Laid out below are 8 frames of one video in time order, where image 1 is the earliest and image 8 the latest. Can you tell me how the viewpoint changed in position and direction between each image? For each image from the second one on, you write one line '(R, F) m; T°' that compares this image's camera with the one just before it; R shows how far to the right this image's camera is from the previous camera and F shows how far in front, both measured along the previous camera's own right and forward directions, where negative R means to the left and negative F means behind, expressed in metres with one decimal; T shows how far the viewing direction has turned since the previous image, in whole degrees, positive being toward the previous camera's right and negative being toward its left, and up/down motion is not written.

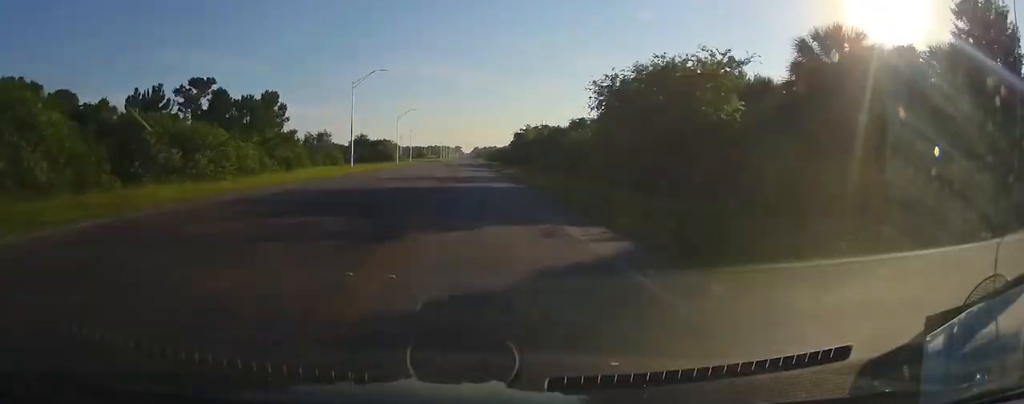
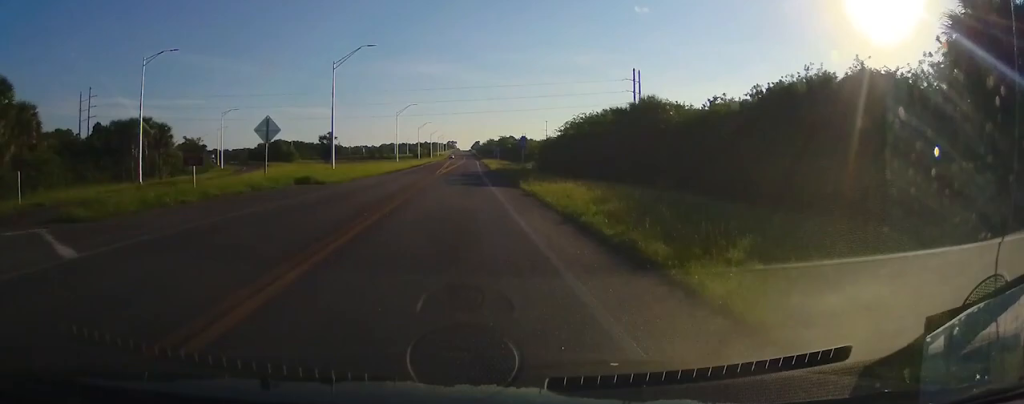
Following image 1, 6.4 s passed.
(-0.1, +189.5) m; 0°
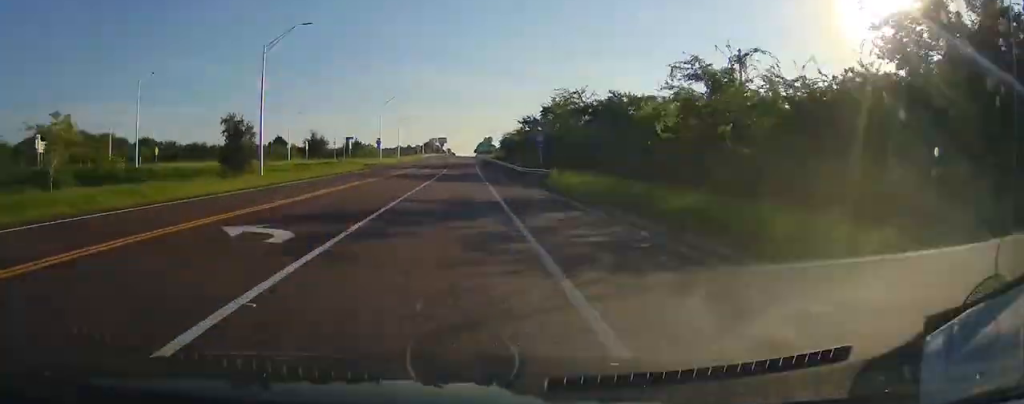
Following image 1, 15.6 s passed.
(+0.7, +256.6) m; 0°
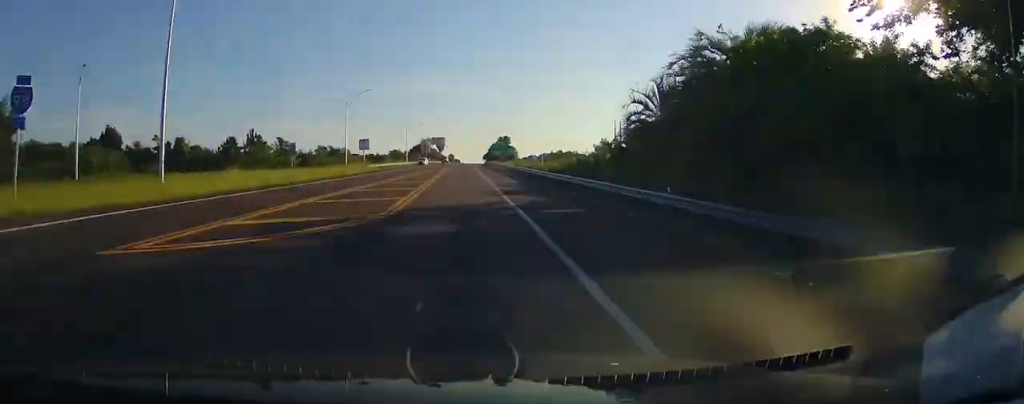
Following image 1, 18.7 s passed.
(+0.5, +80.1) m; -1°
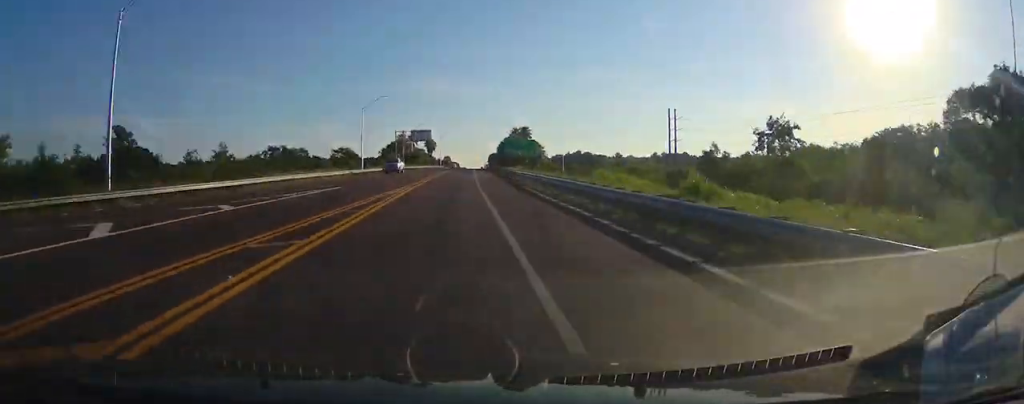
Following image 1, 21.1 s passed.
(-1.3, +60.3) m; 0°
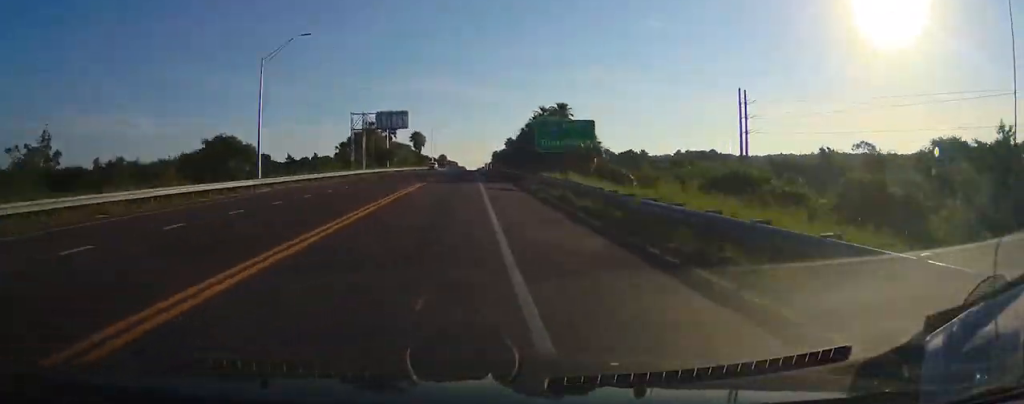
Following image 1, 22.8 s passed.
(-0.7, +43.3) m; 0°
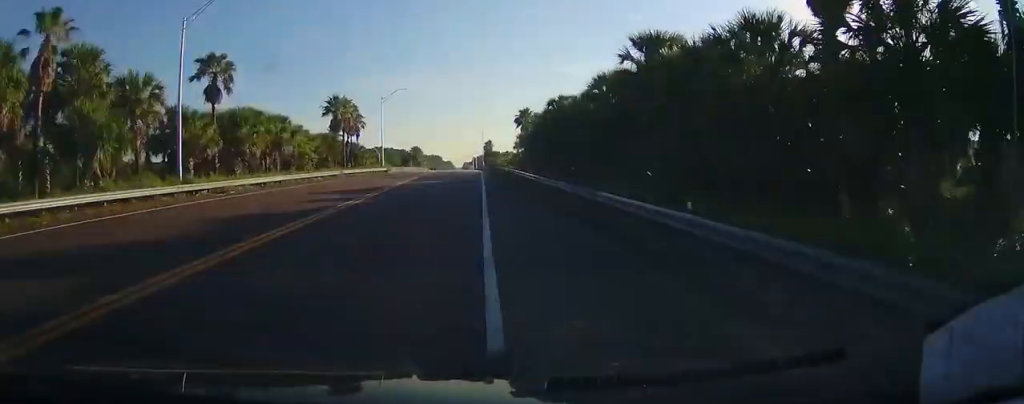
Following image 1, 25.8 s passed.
(+1.6, +69.9) m; +1°
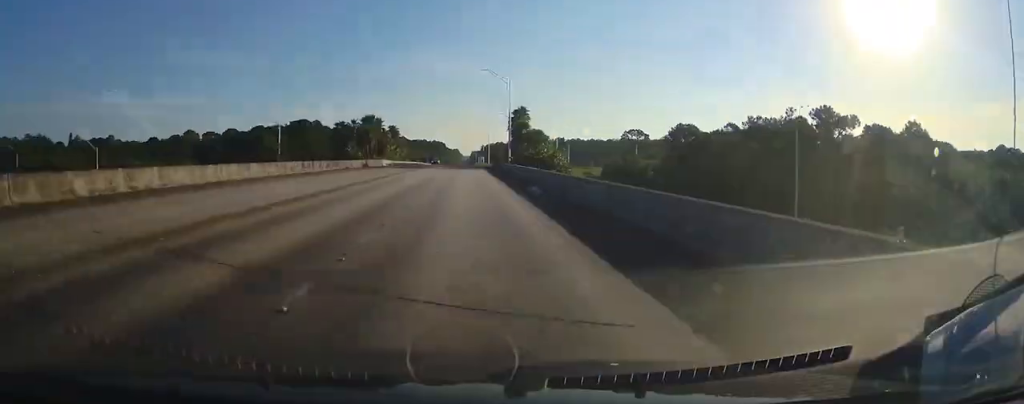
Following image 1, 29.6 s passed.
(-0.2, +86.0) m; 0°
